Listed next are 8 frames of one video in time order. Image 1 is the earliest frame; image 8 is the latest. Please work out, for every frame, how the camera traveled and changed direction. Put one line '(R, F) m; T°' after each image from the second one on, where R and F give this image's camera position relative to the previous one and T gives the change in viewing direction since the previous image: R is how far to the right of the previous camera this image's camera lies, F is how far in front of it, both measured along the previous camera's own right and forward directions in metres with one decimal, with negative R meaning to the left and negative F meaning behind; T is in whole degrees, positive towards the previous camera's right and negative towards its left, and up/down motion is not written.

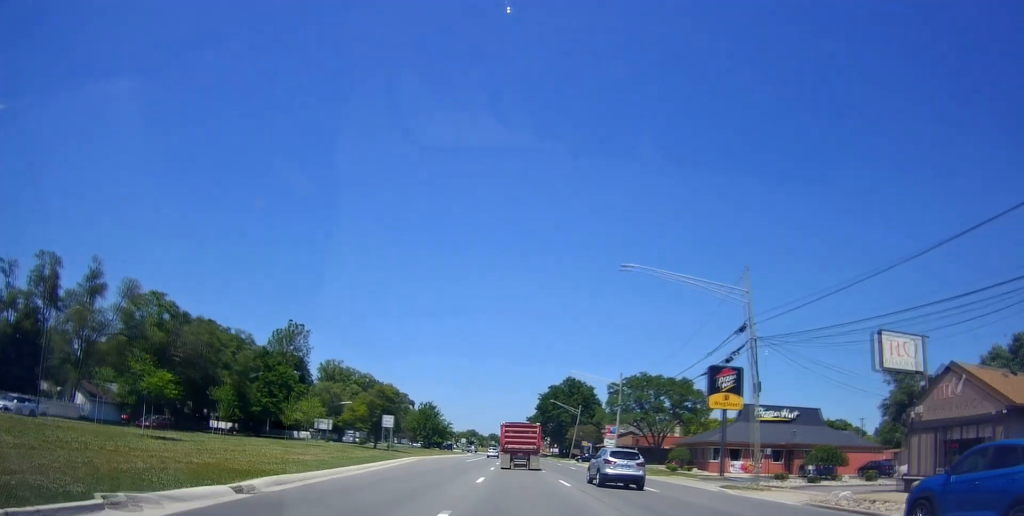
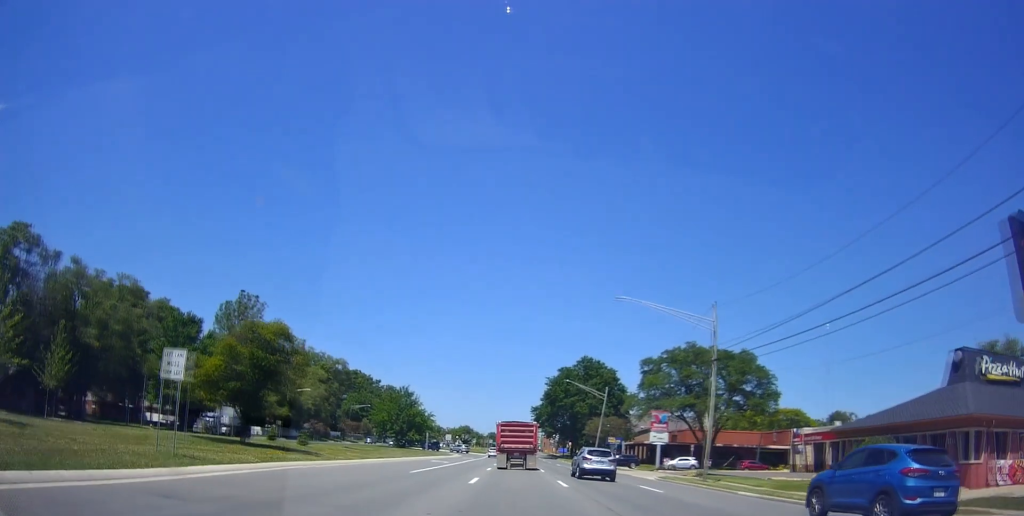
(-1.2, +31.5) m; -2°
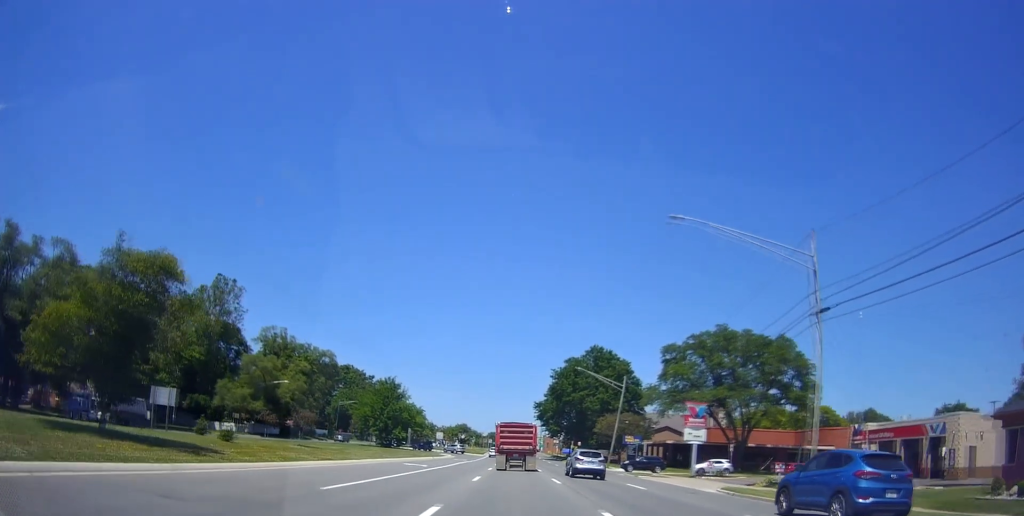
(+0.2, +12.6) m; 0°
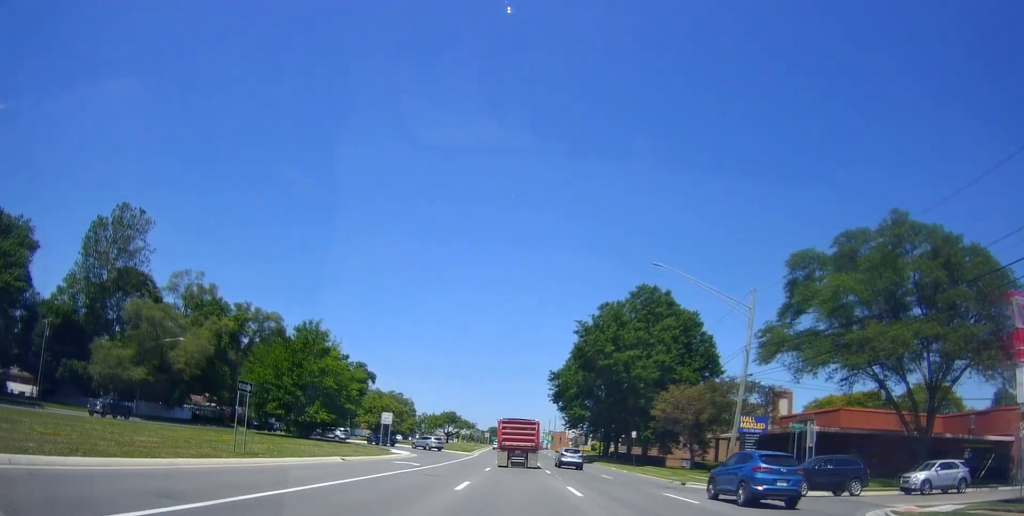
(+0.1, +37.8) m; +2°
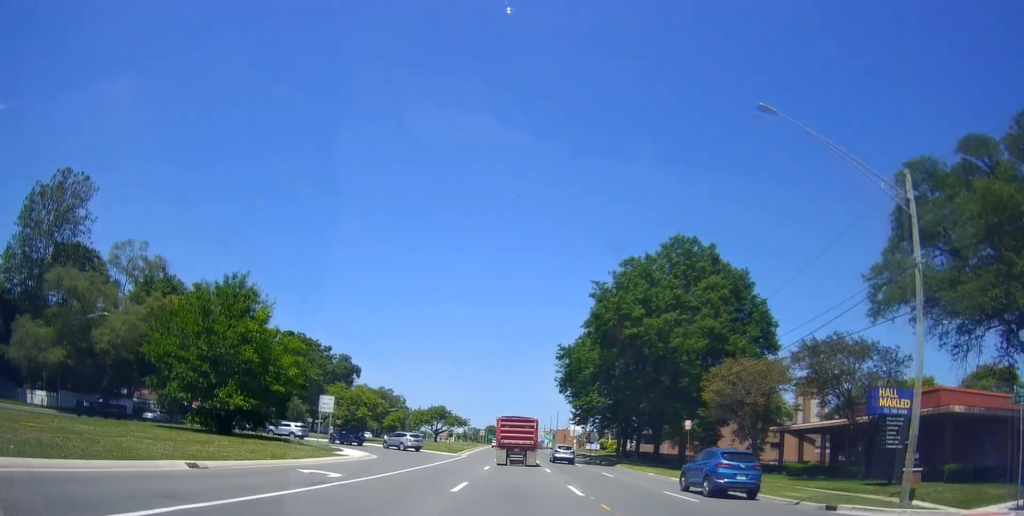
(+0.3, +16.0) m; 0°
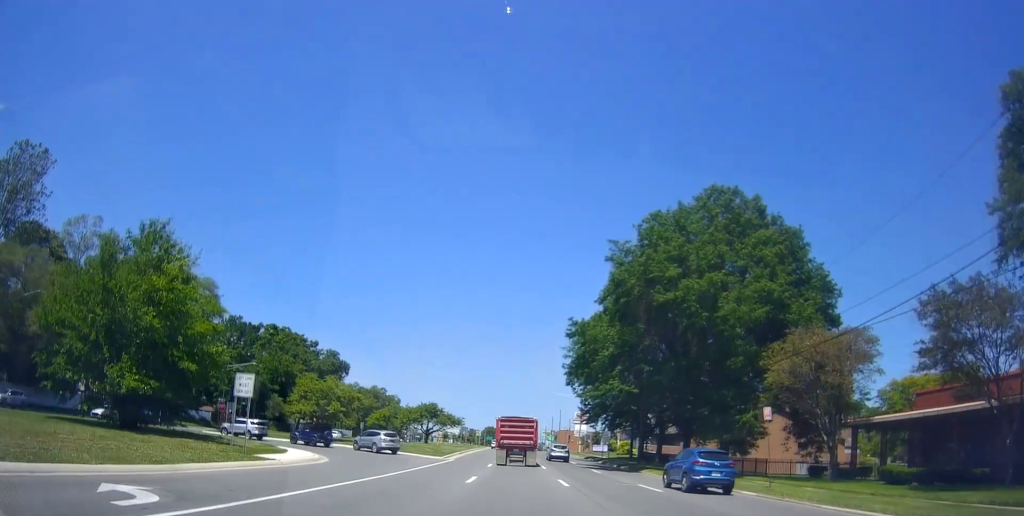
(0.0, +11.1) m; -1°
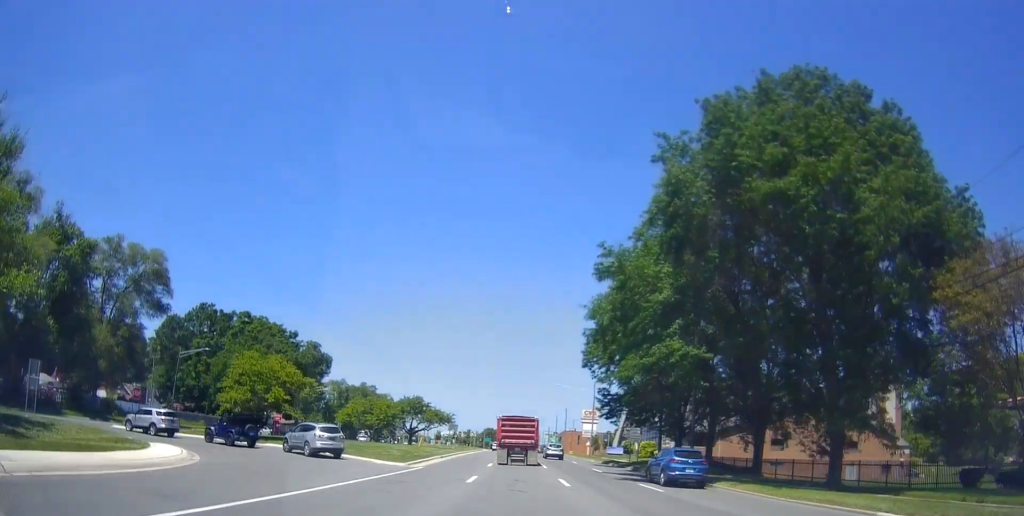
(-0.3, +15.5) m; 0°
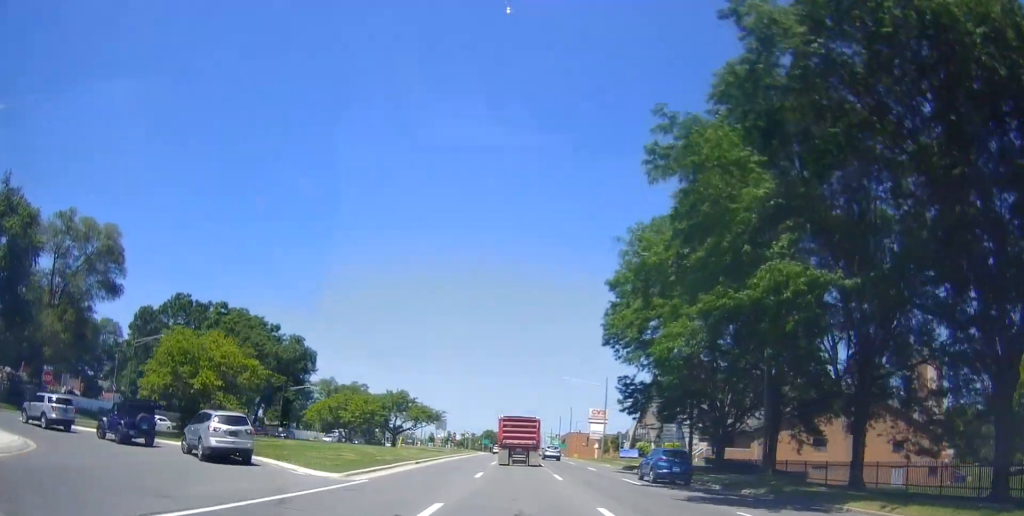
(+0.3, +11.4) m; +1°
